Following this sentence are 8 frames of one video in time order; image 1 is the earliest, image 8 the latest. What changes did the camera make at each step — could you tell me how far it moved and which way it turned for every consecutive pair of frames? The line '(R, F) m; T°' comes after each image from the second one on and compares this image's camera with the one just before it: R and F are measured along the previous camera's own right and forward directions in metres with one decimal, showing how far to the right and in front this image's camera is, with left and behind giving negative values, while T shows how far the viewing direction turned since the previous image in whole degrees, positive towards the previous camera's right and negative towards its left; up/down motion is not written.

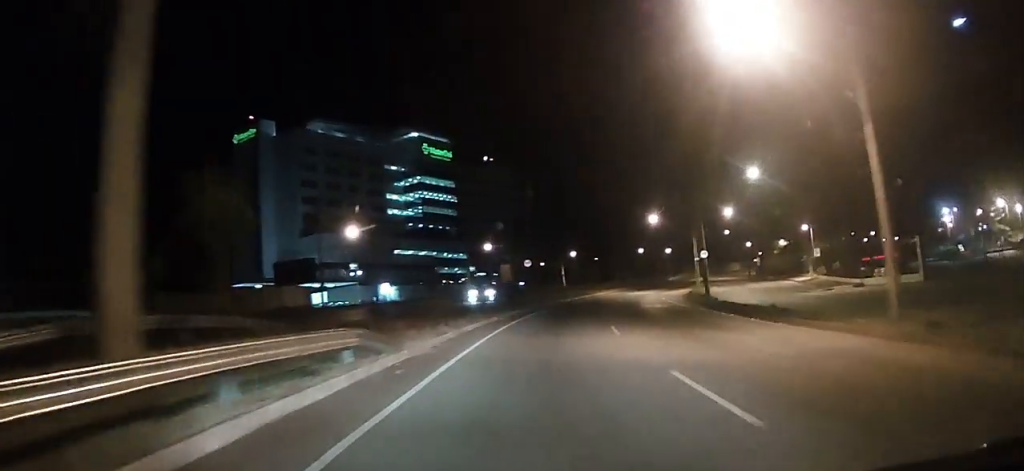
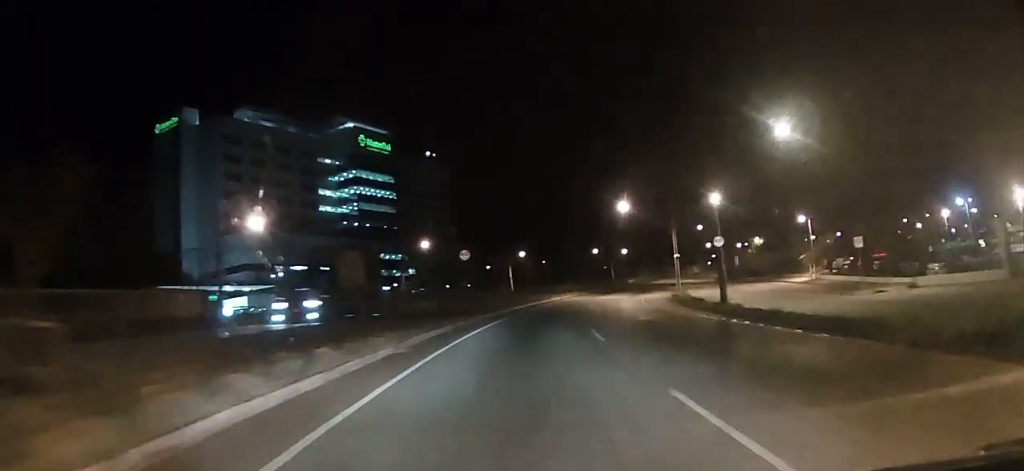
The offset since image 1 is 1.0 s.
(+1.5, +13.8) m; +7°
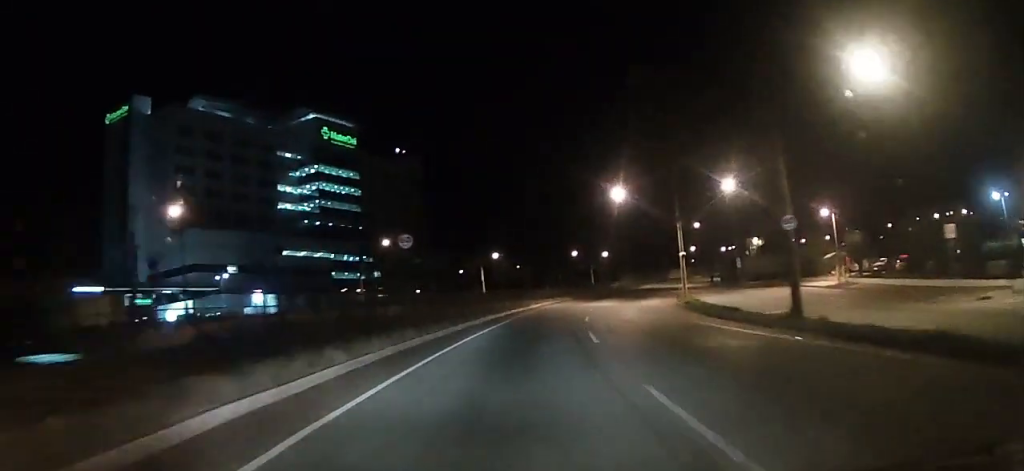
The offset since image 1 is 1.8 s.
(+0.1, +11.1) m; -1°
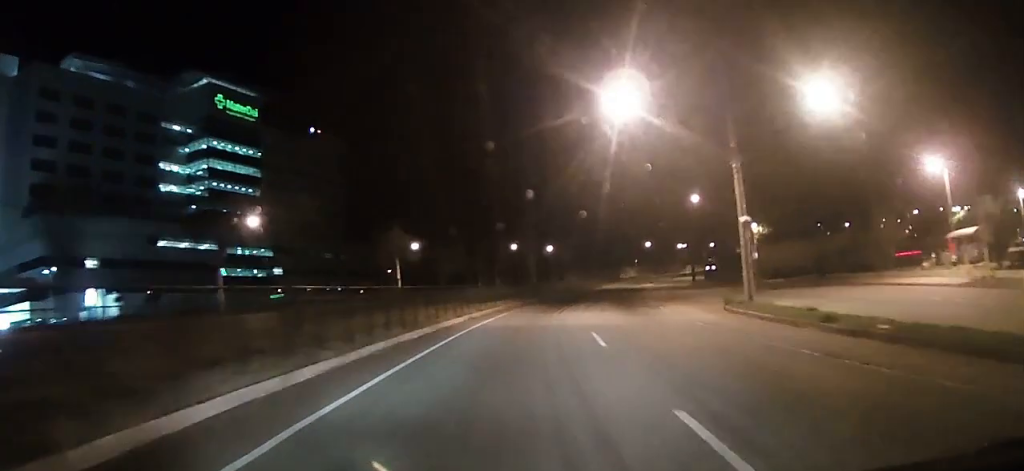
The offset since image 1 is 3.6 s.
(-1.8, +26.0) m; -4°
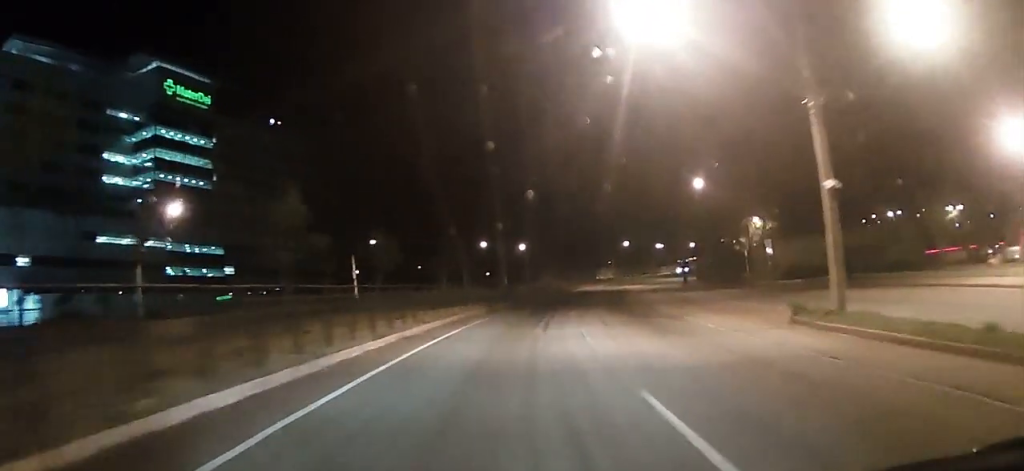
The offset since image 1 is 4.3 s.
(0.0, +10.8) m; +3°
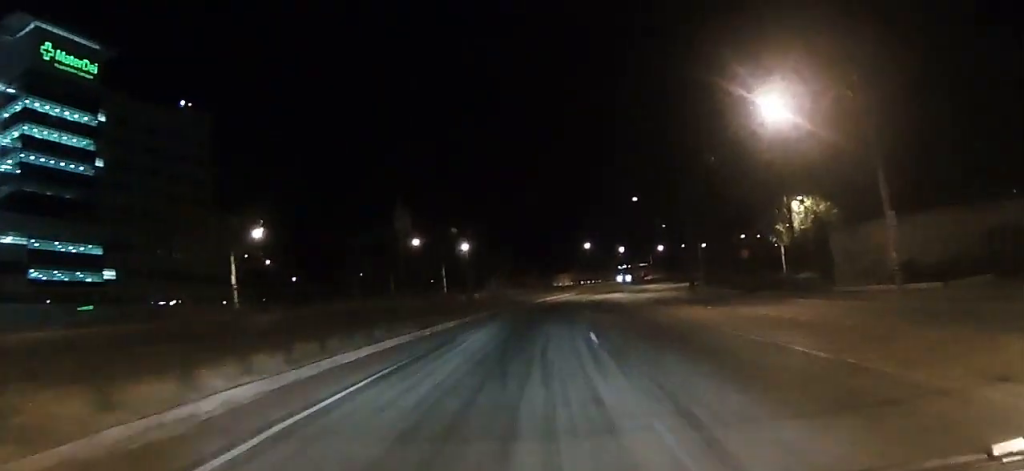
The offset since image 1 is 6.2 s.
(+3.3, +24.7) m; +12°
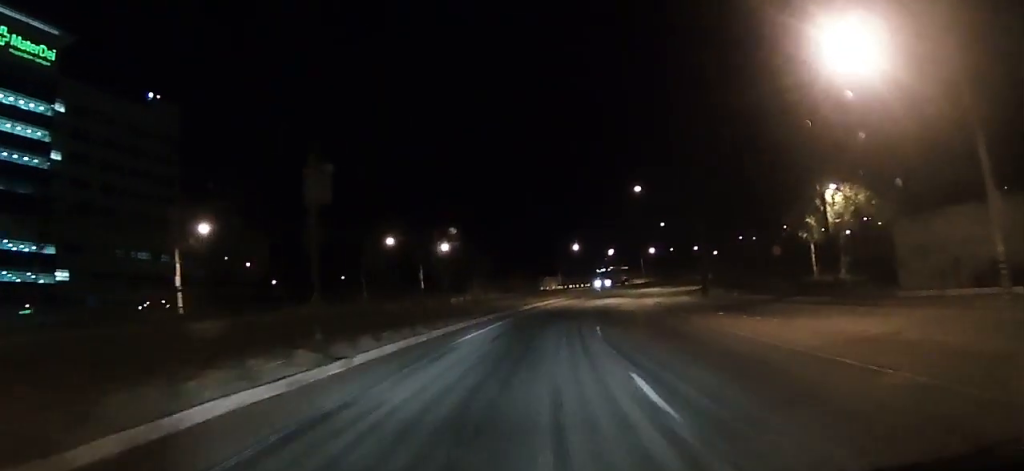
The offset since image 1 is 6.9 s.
(0.0, +8.7) m; 0°
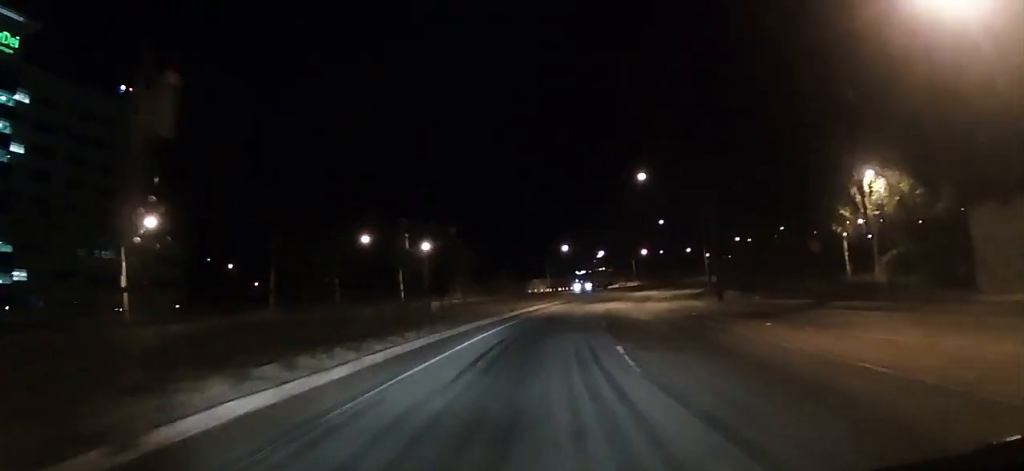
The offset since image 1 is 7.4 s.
(0.0, +7.0) m; 0°
